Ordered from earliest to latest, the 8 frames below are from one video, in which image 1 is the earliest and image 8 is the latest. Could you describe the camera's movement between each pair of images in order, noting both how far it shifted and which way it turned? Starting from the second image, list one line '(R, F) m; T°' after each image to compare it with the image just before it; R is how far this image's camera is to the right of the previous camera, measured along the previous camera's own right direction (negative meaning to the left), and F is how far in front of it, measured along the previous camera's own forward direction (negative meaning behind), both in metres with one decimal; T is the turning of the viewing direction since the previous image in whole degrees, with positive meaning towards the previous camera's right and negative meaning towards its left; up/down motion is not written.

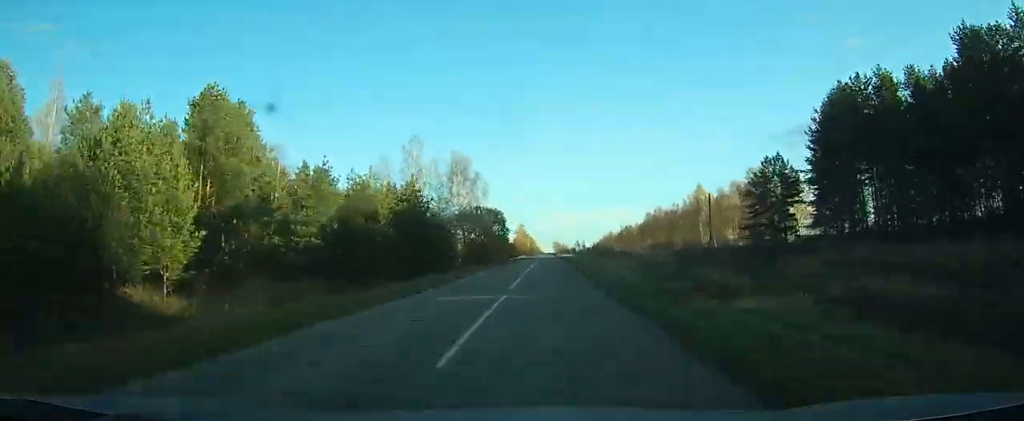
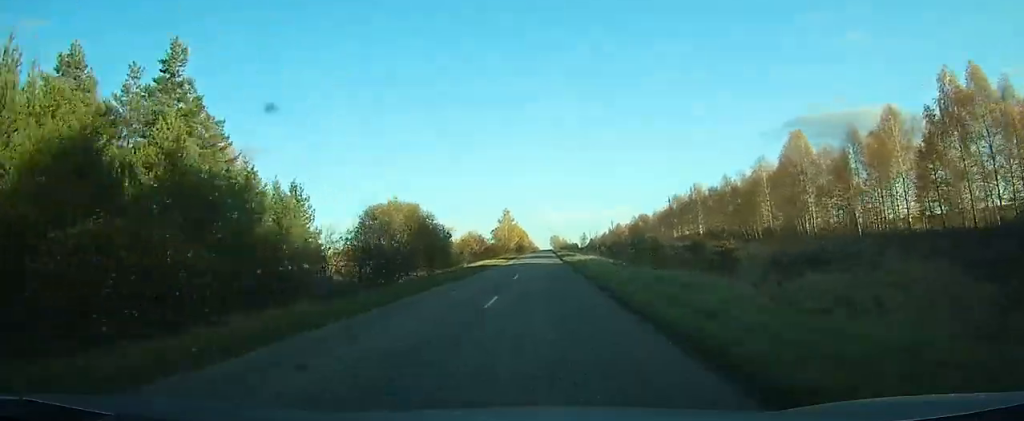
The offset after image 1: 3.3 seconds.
(-1.9, +70.1) m; 0°
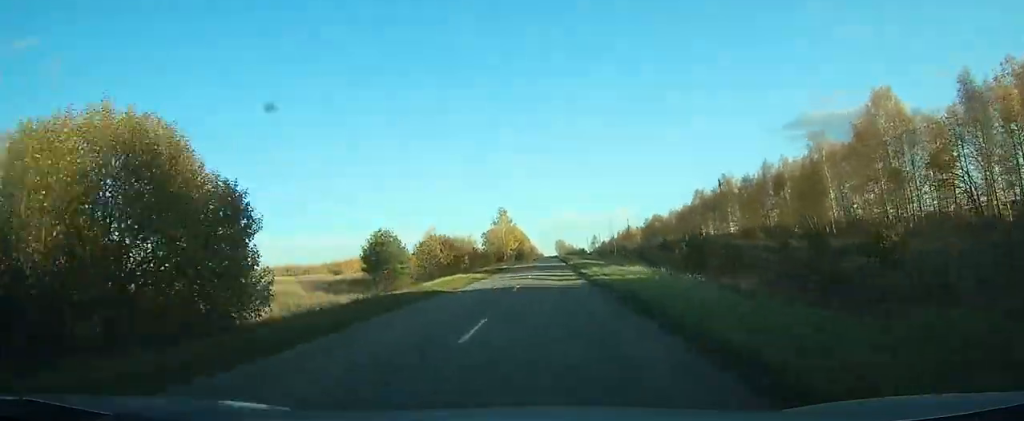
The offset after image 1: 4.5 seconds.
(+0.2, +27.4) m; 0°
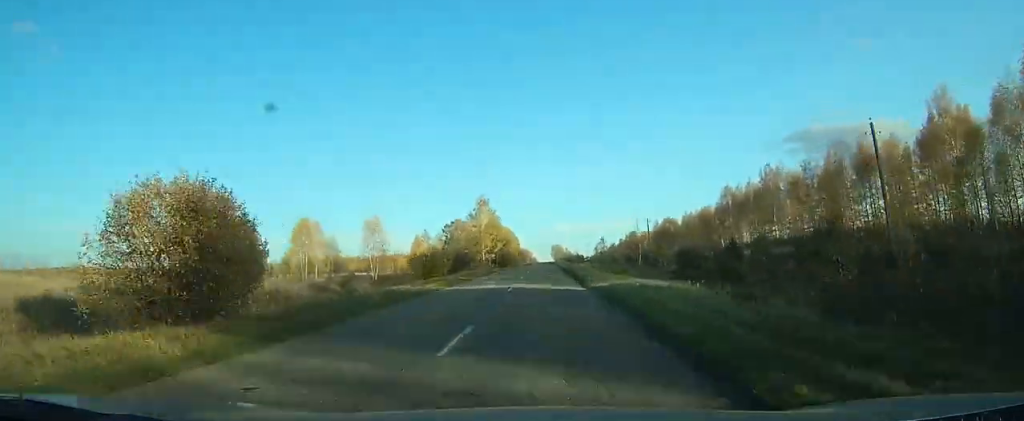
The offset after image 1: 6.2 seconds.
(0.0, +37.4) m; +2°
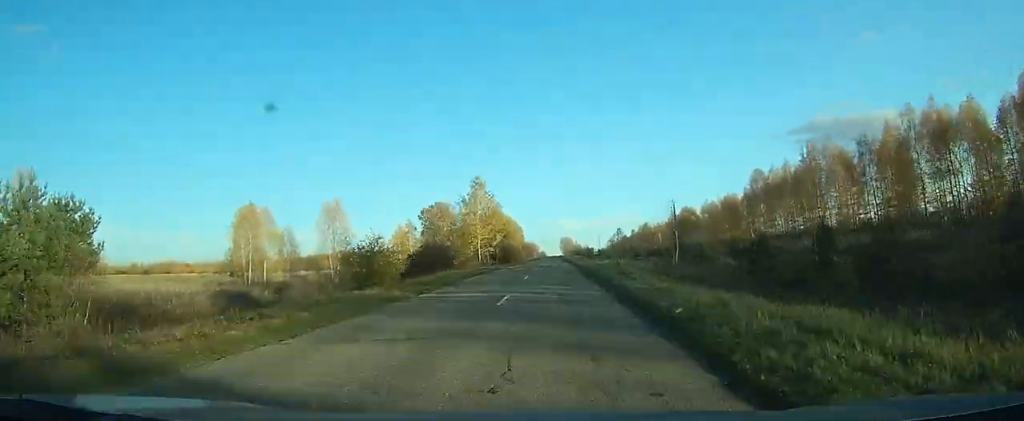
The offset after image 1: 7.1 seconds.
(-1.0, +20.8) m; +4°
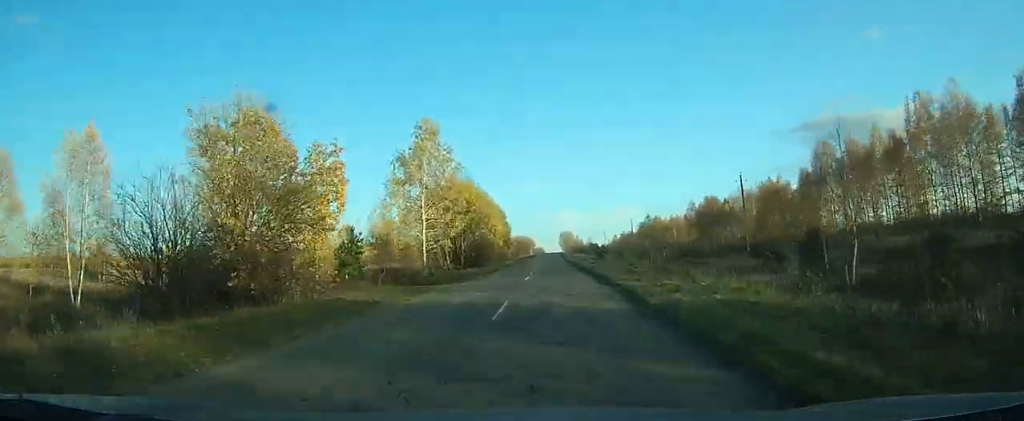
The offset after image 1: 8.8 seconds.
(+4.3, +41.5) m; -2°
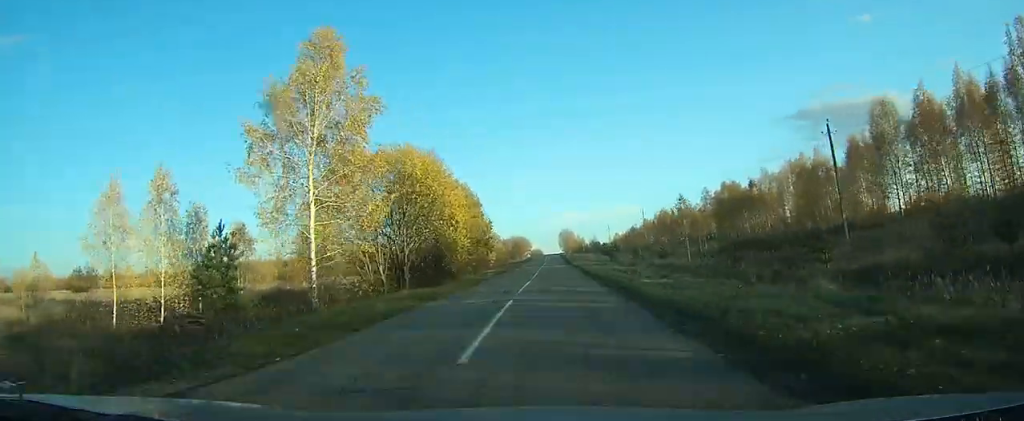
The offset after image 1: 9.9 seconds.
(+4.2, +24.7) m; -5°
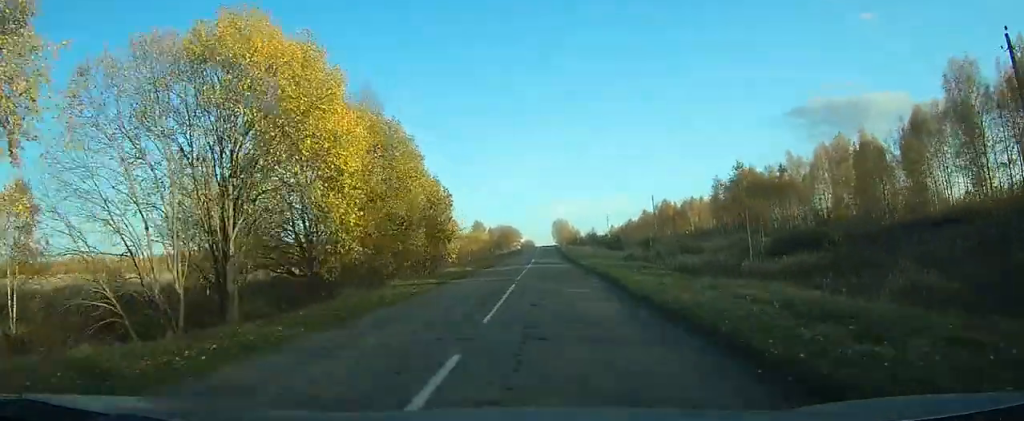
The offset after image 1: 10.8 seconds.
(-7.5, +19.5) m; -5°
